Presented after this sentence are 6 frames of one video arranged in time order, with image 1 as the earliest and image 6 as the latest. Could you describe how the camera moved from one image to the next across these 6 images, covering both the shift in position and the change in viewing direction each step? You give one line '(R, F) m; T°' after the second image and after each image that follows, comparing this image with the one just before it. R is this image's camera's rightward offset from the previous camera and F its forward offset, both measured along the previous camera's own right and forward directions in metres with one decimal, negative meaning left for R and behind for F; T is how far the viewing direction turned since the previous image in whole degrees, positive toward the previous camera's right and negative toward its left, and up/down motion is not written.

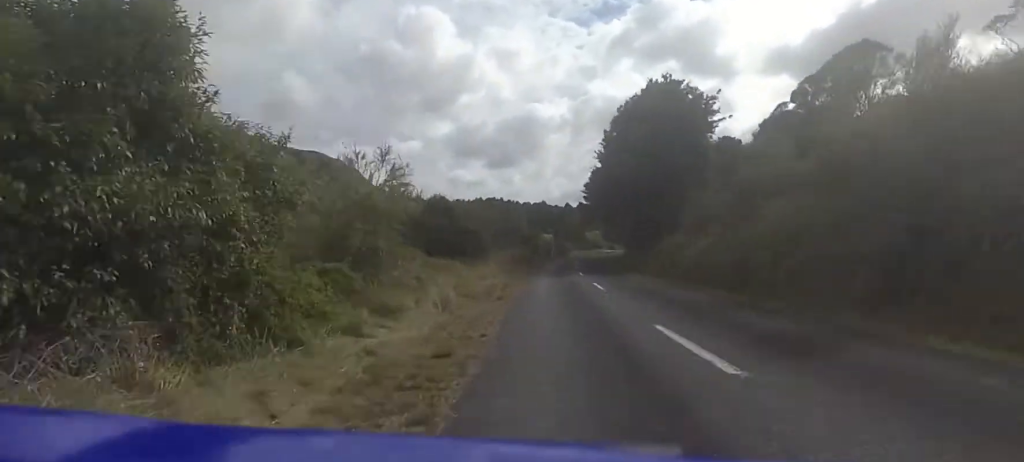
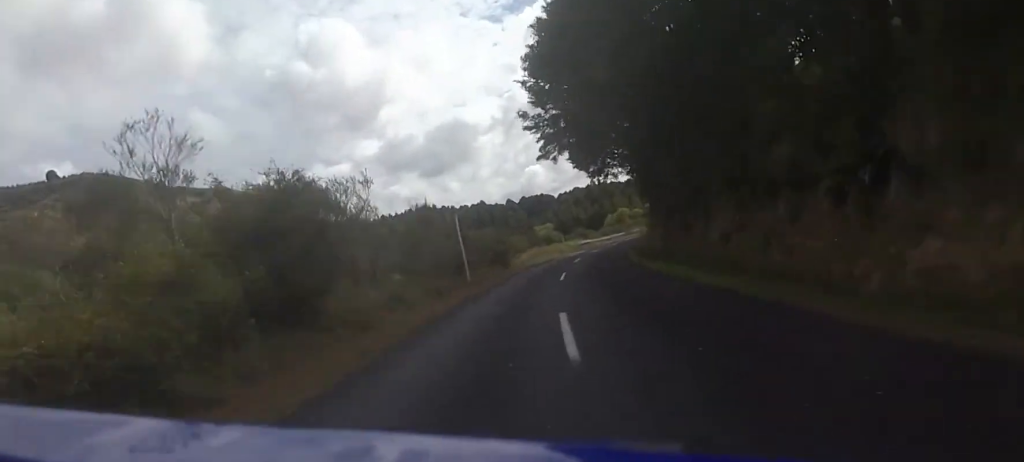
(+0.1, +39.7) m; +2°
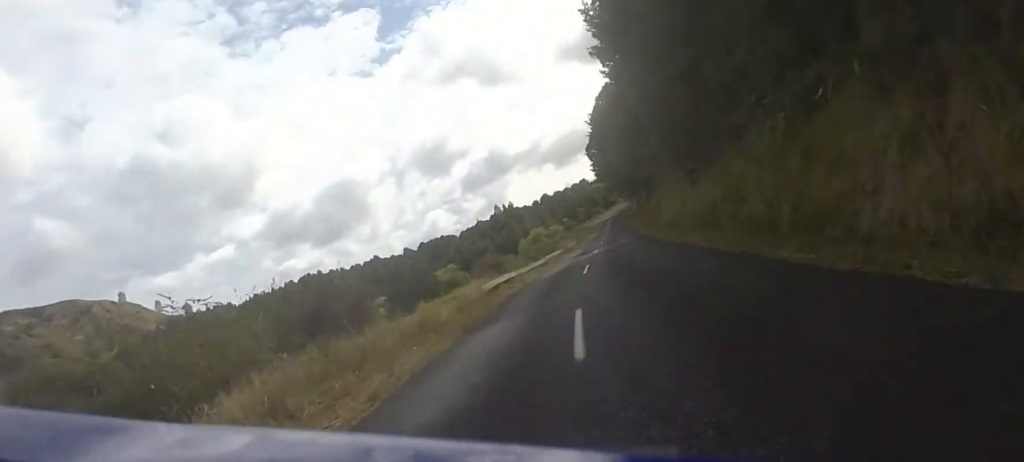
(+2.3, +31.2) m; +12°
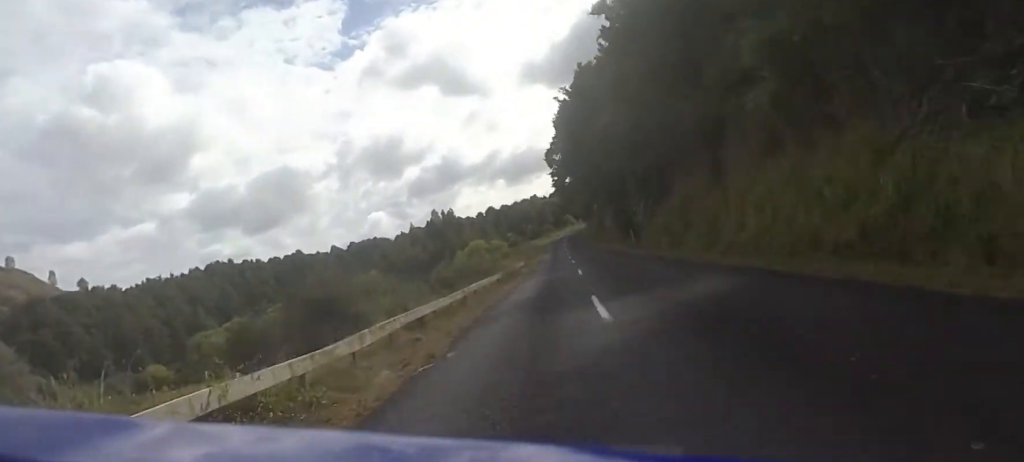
(+1.6, +18.6) m; +5°
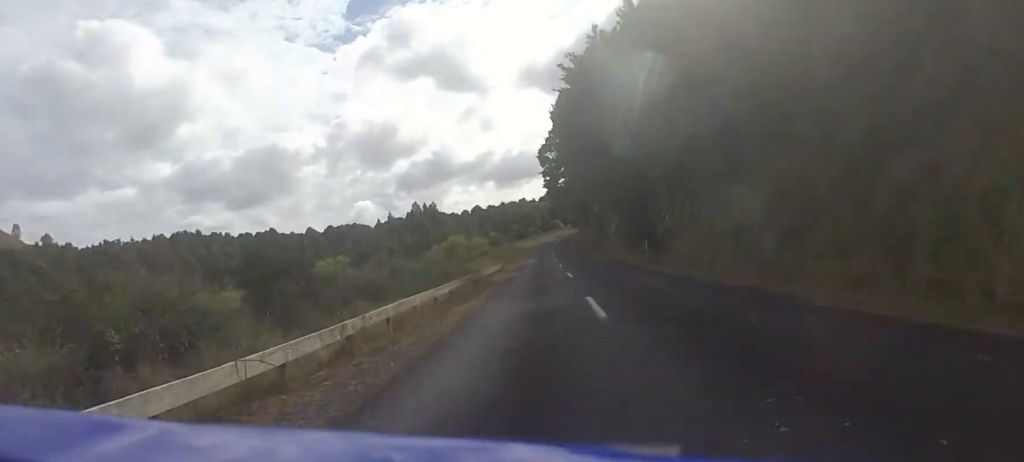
(+0.8, +9.4) m; +1°
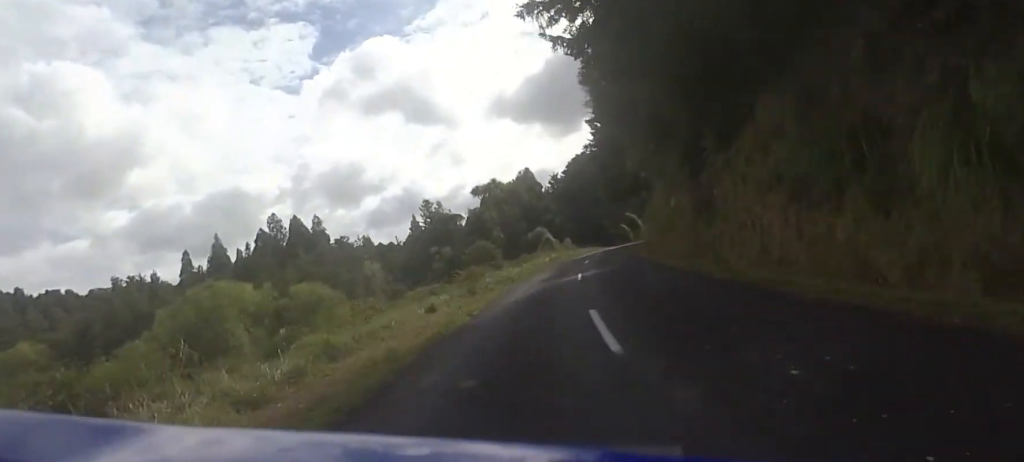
(+0.3, +72.1) m; +11°
